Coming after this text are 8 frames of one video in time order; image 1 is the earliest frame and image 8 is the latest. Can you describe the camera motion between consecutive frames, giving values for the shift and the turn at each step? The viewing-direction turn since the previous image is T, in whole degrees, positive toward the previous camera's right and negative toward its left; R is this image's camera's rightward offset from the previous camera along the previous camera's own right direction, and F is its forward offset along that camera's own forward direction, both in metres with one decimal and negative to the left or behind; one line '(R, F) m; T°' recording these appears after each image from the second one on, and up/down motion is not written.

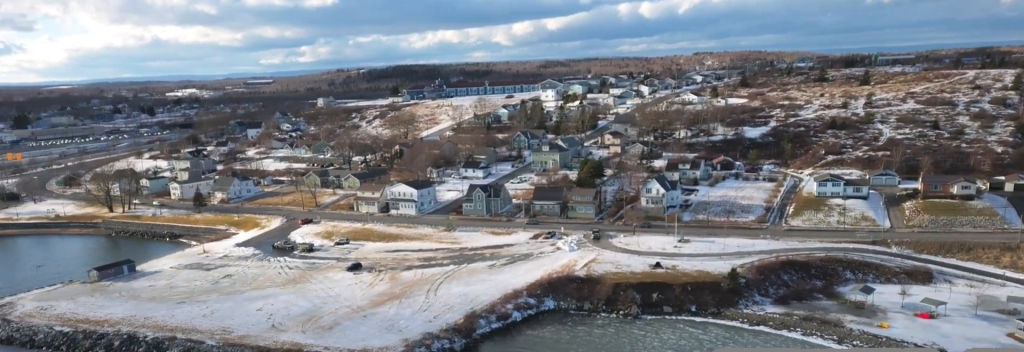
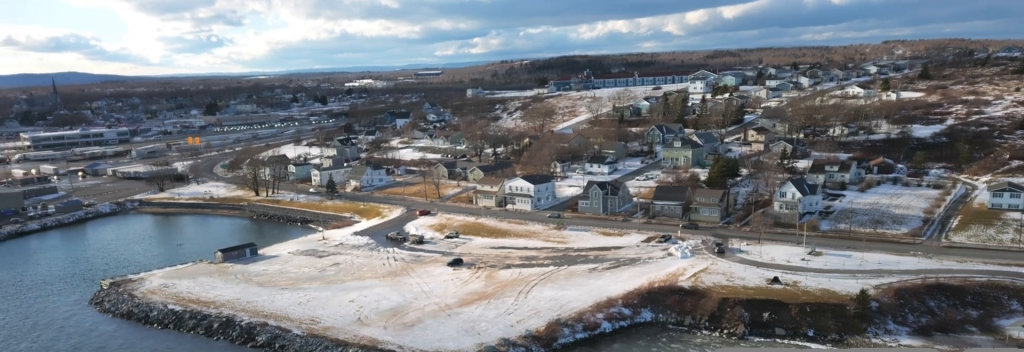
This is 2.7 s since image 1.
(-3.5, +13.3) m; -42°
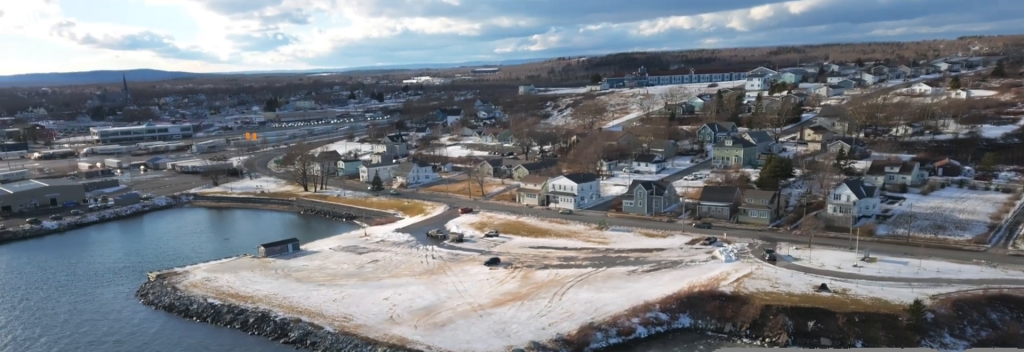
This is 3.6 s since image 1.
(-0.7, +4.8) m; -12°
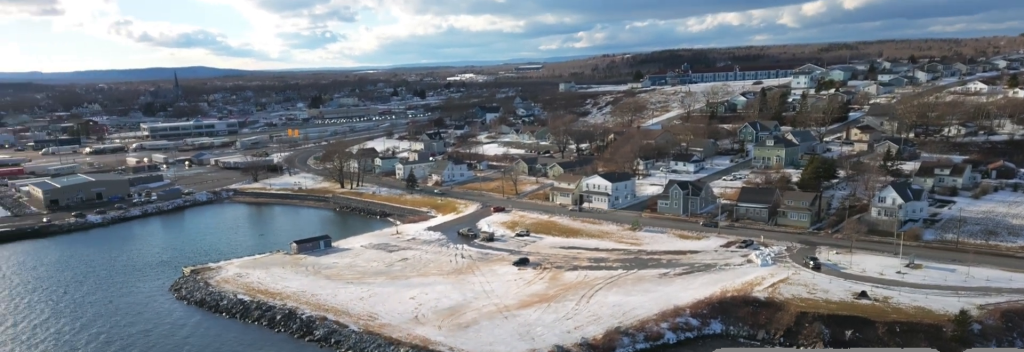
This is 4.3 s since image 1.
(-0.4, +4.9) m; -6°
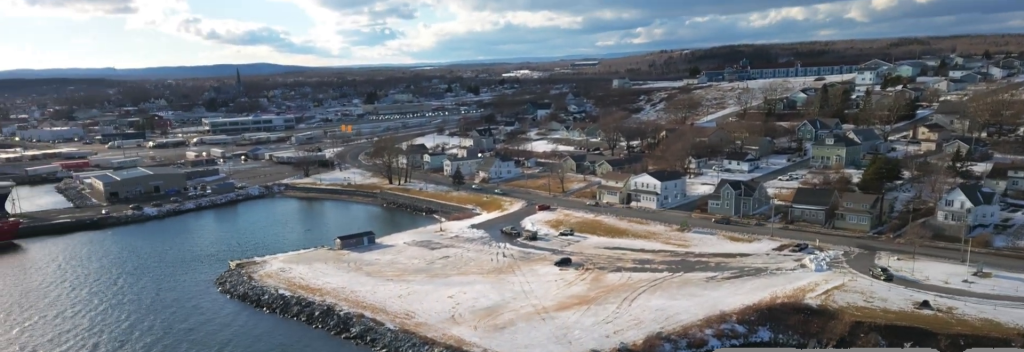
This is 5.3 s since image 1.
(-0.4, +6.5) m; -14°
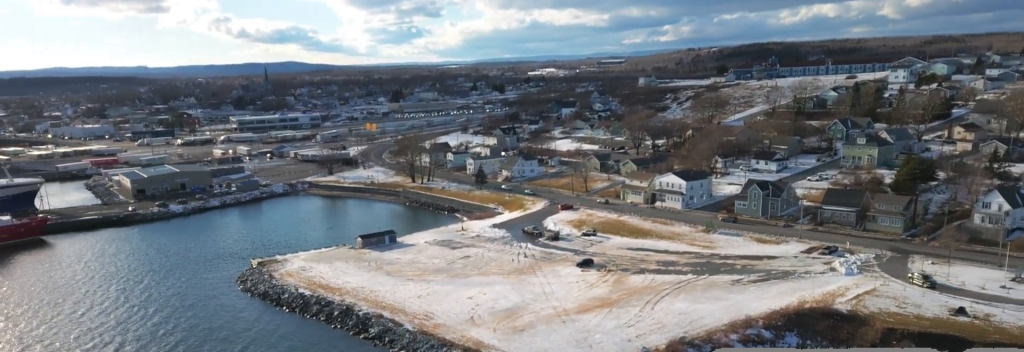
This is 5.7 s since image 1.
(+0.3, +3.0) m; -9°
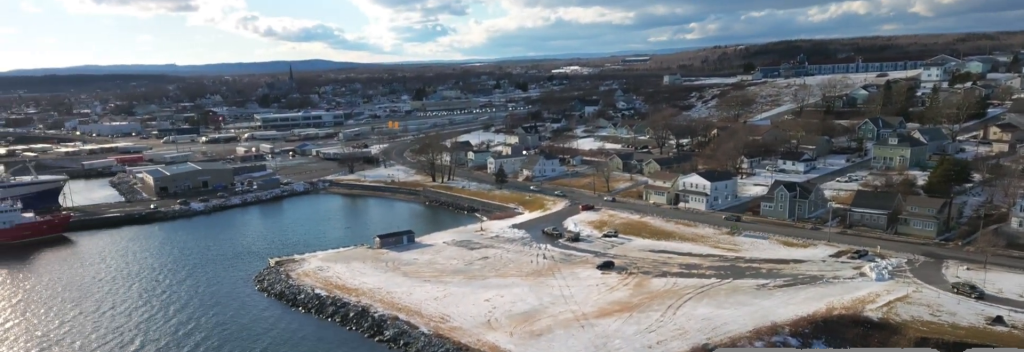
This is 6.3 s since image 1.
(-0.9, +2.8) m; -18°
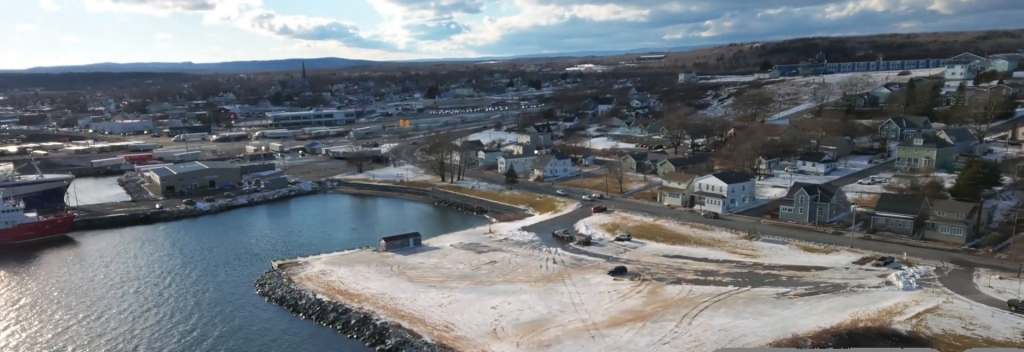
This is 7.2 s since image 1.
(-1.4, +4.8) m; -23°
